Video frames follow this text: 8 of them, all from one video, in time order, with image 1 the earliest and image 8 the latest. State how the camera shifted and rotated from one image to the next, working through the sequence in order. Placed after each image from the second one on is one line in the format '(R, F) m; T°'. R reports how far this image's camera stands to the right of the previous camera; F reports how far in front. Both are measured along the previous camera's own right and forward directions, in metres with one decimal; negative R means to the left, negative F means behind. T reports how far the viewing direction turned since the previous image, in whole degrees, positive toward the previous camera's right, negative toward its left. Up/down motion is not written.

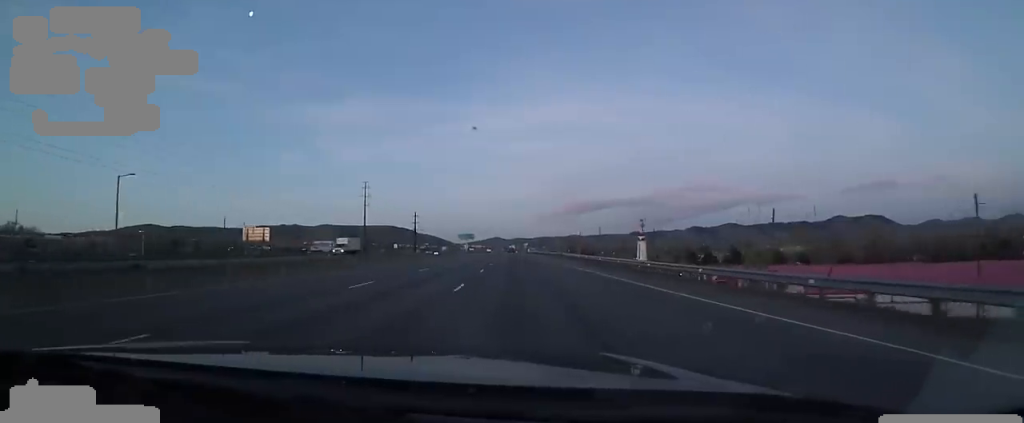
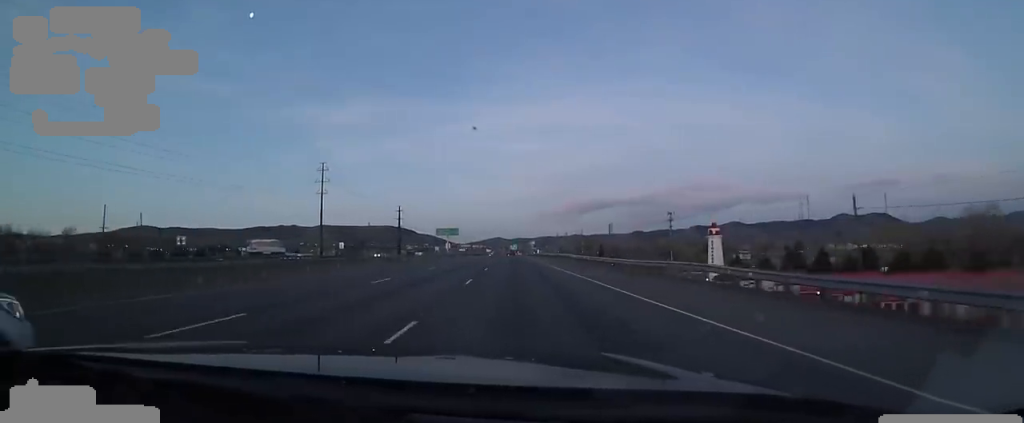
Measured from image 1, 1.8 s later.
(+0.3, +59.1) m; -1°
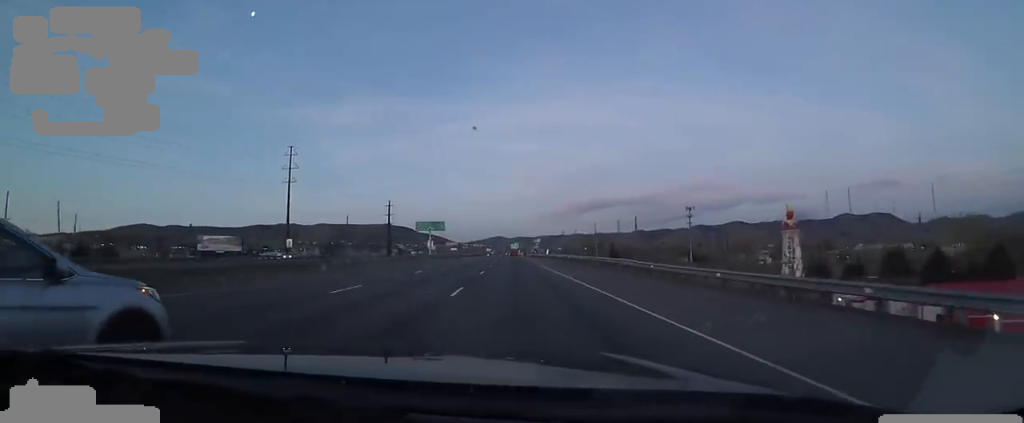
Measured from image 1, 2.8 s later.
(-0.9, +30.2) m; +1°
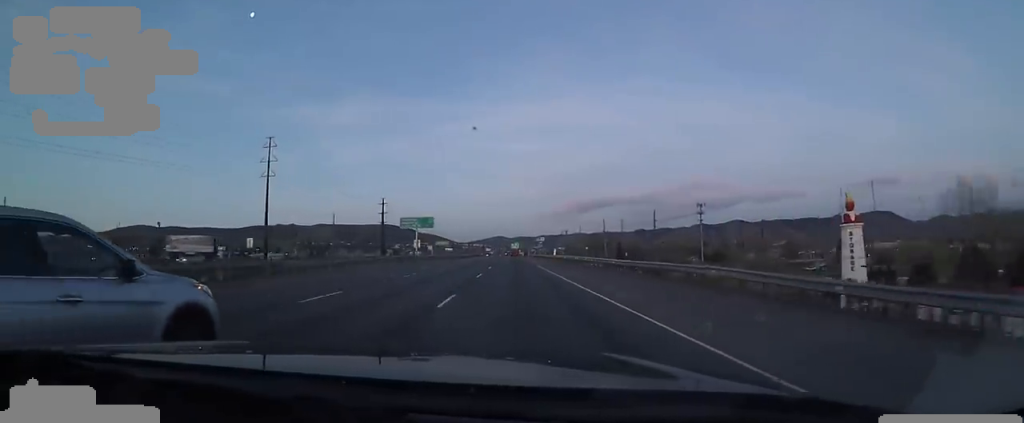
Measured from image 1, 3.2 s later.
(+0.7, +15.0) m; +1°
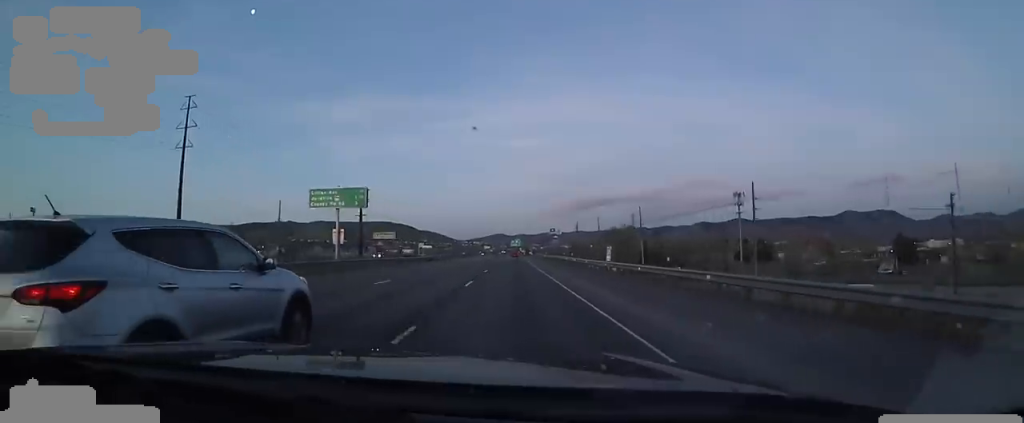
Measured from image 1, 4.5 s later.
(+0.6, +40.6) m; -1°
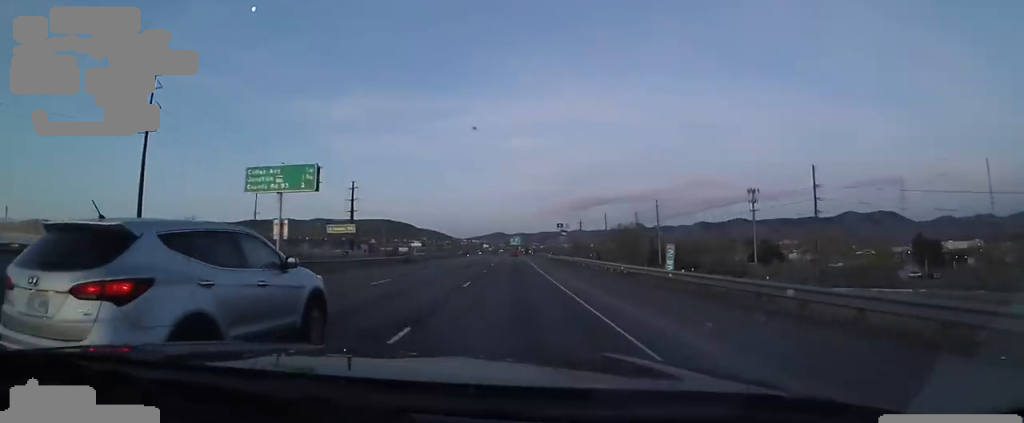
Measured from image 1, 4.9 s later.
(-0.1, +12.1) m; 0°
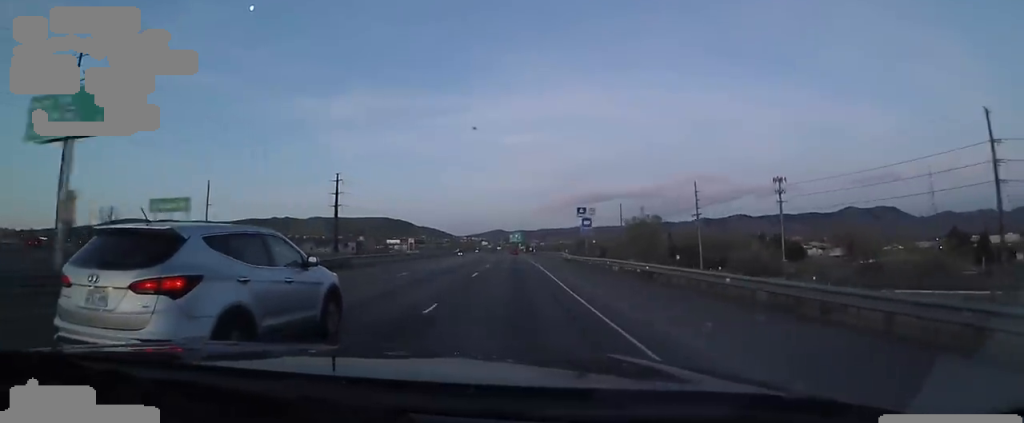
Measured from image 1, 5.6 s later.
(-0.4, +18.8) m; 0°
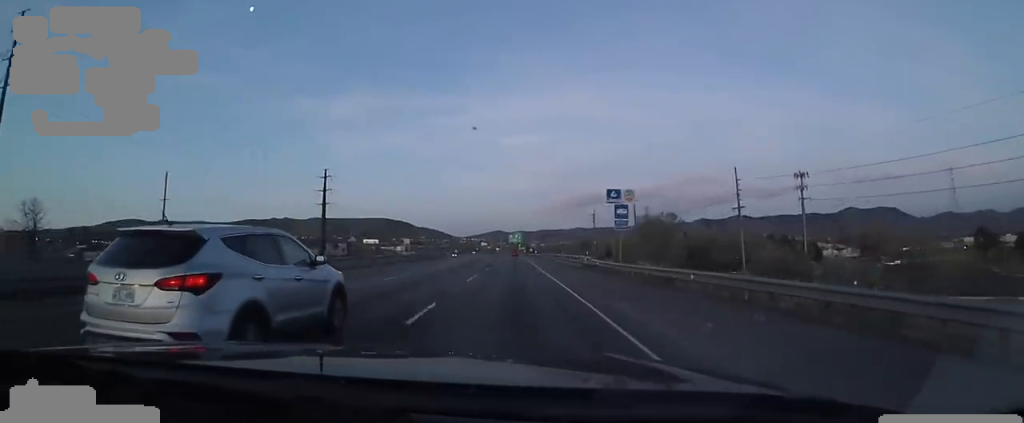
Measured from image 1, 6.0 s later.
(0.0, +13.0) m; 0°
